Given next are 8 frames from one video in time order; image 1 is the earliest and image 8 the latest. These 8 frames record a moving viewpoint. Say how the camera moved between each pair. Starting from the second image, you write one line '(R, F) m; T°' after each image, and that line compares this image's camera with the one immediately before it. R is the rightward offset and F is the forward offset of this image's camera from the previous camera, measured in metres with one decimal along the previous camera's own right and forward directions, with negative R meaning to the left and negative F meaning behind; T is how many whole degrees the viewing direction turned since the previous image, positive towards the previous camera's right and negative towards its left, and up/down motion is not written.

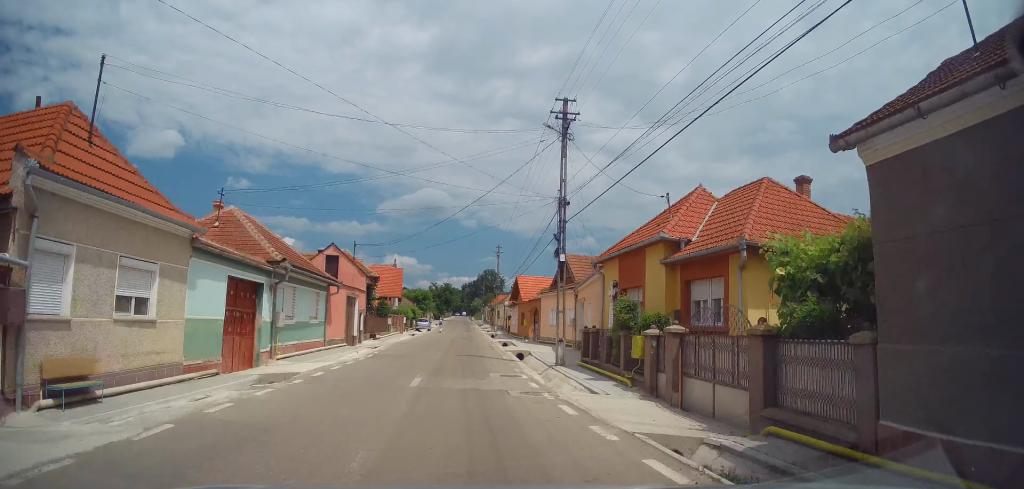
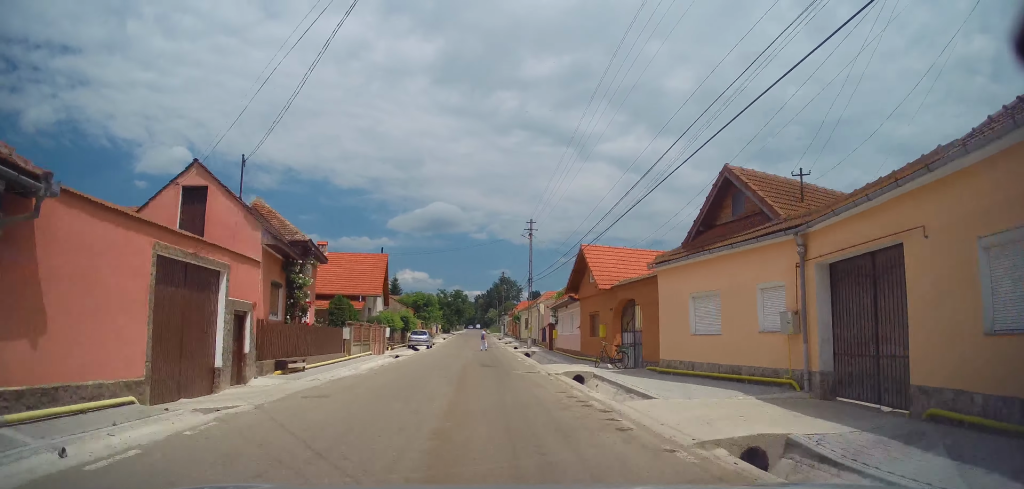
(-0.4, +22.6) m; -1°
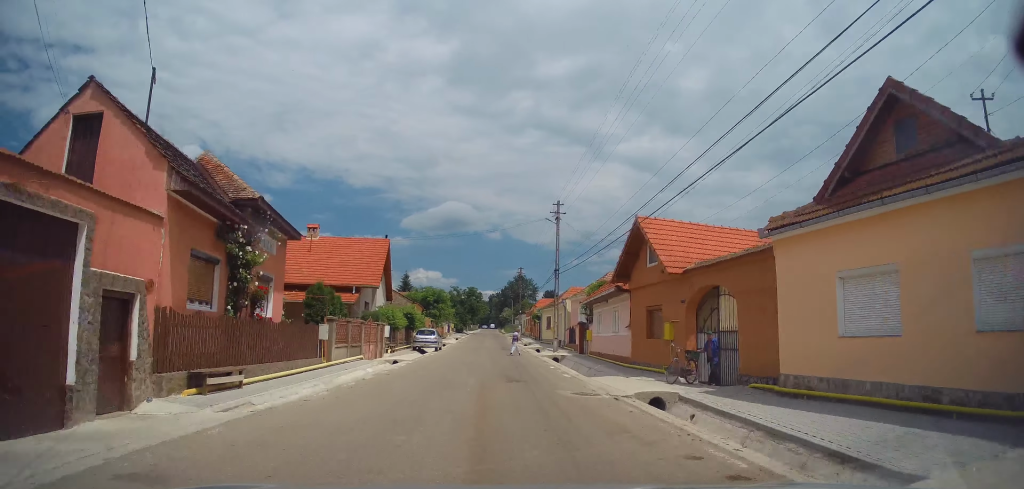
(+0.1, +6.9) m; 0°
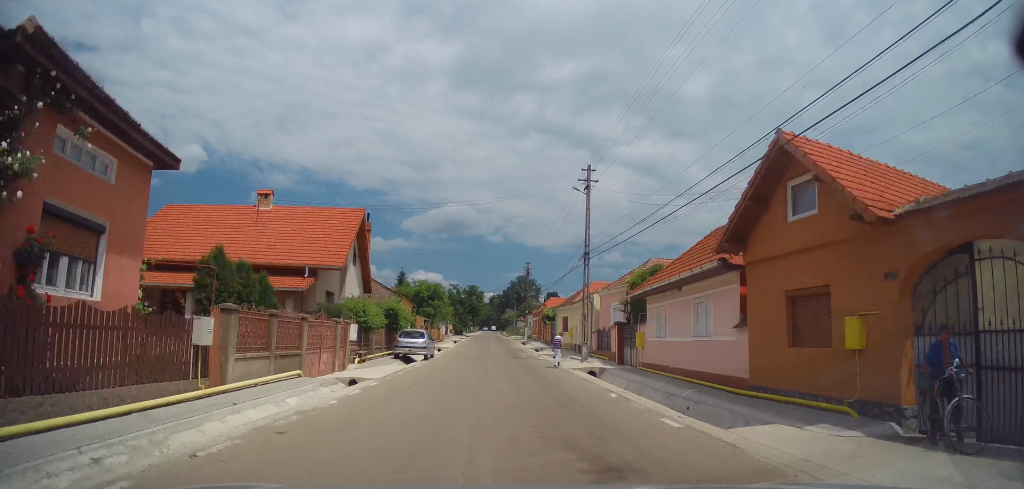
(0.0, +8.9) m; -1°
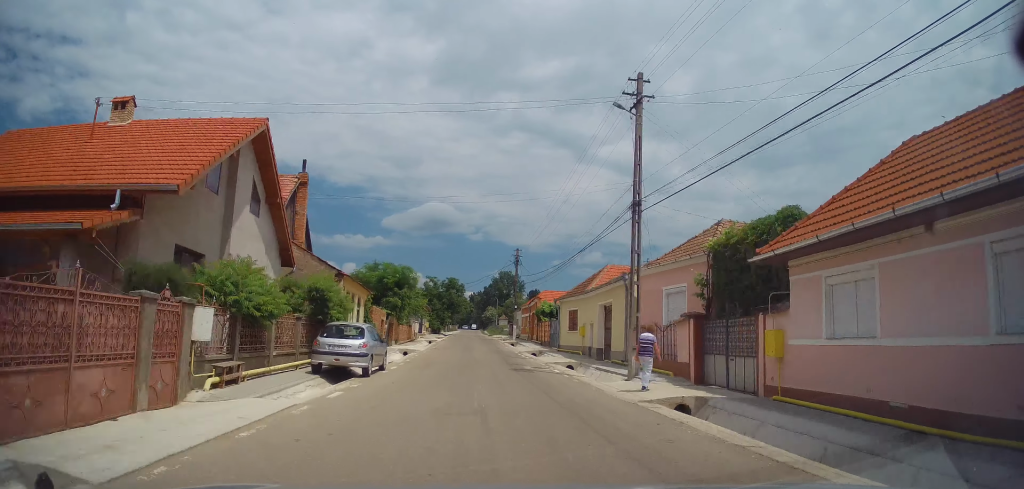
(-0.2, +11.2) m; +2°
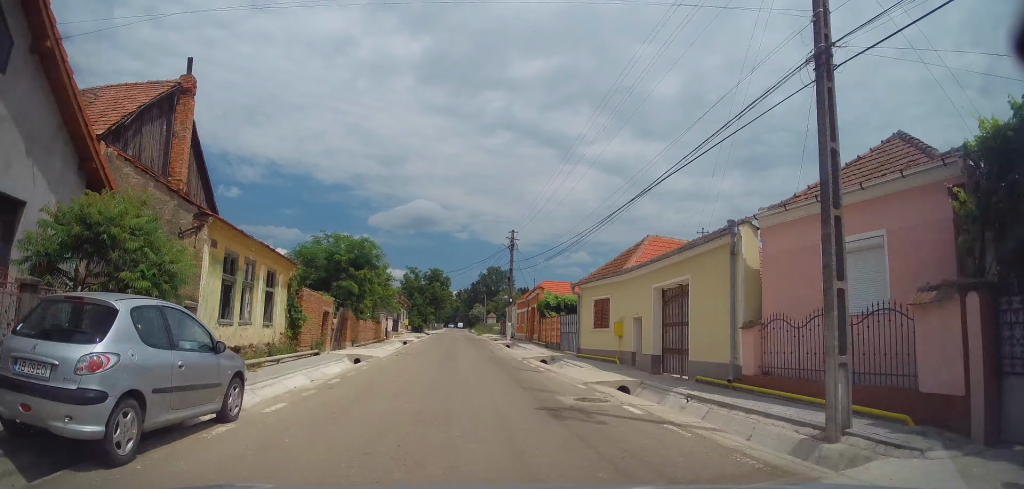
(+0.4, +10.2) m; +1°
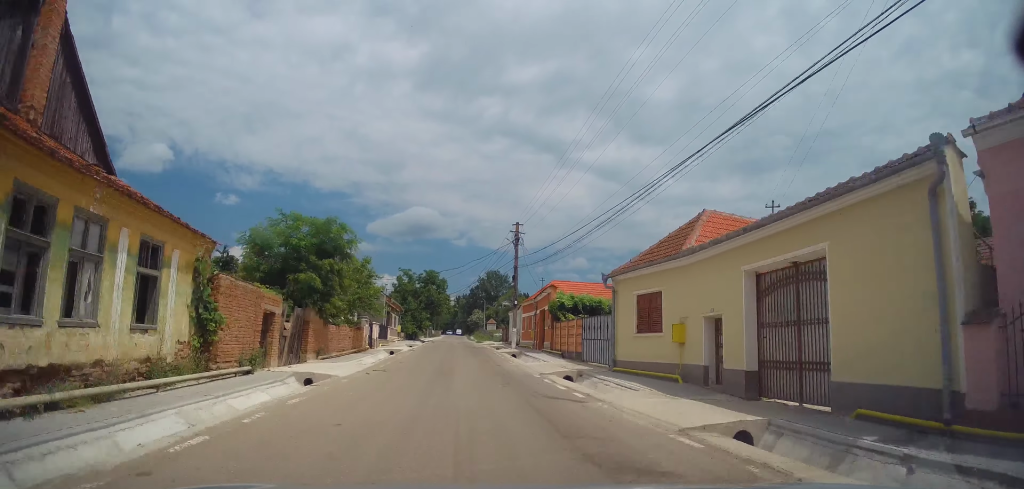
(+0.1, +6.1) m; 0°
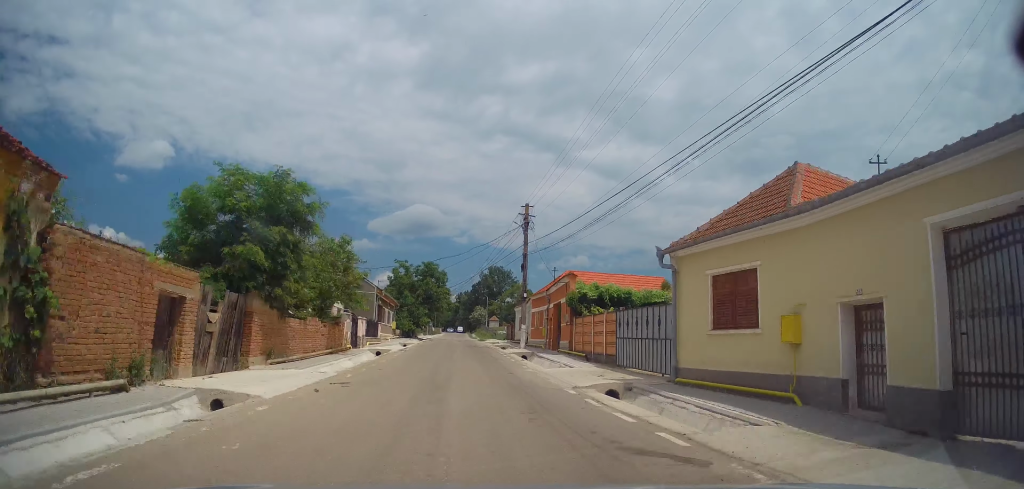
(-0.1, +5.7) m; 0°
